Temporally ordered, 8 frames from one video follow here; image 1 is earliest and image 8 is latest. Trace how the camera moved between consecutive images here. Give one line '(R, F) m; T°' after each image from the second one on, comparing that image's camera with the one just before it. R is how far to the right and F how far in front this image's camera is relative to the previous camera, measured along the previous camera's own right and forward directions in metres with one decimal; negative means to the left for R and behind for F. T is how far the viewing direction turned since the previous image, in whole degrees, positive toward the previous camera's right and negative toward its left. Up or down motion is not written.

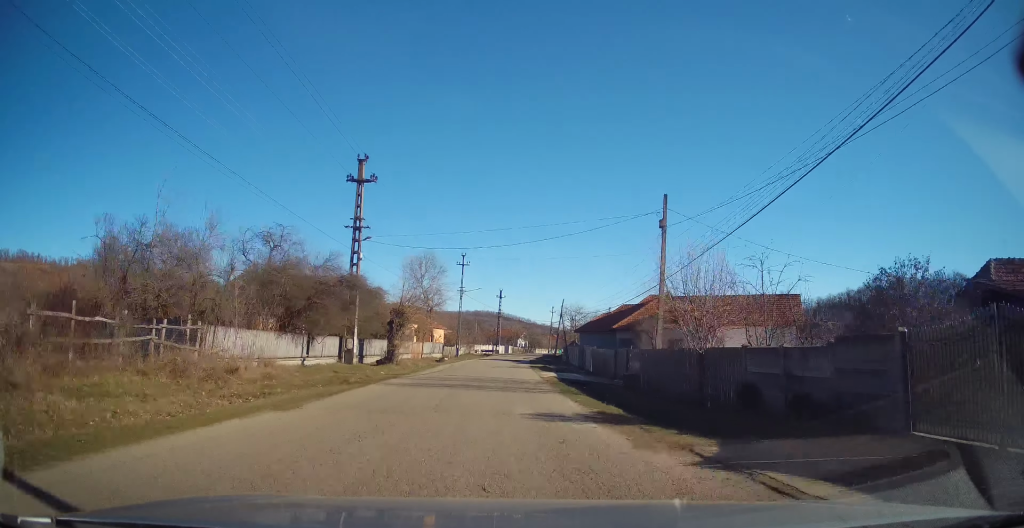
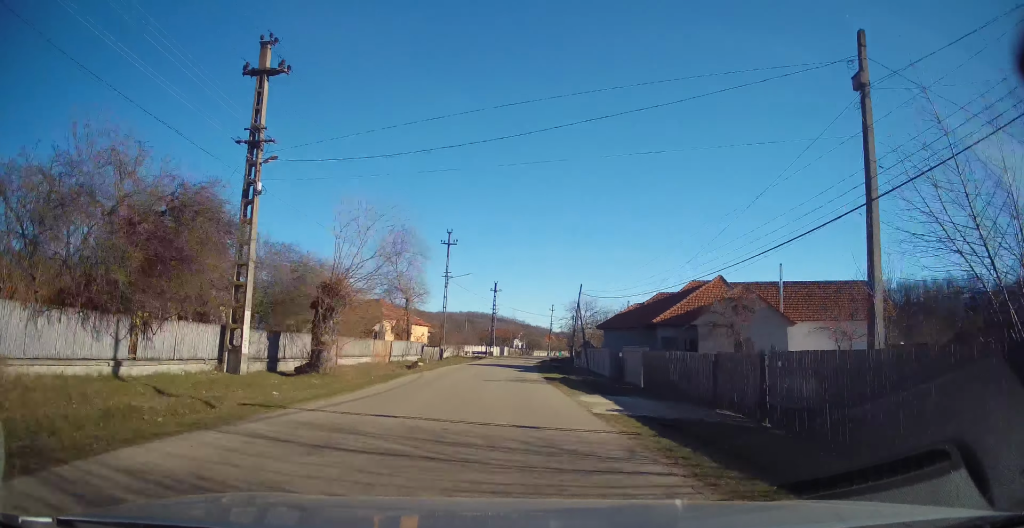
(-0.1, +13.9) m; -1°
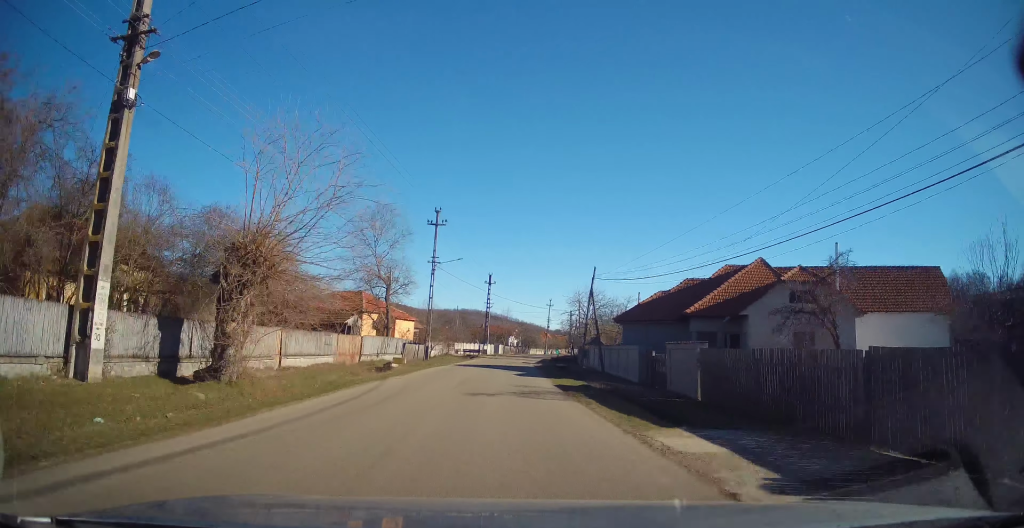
(-0.3, +7.3) m; +1°
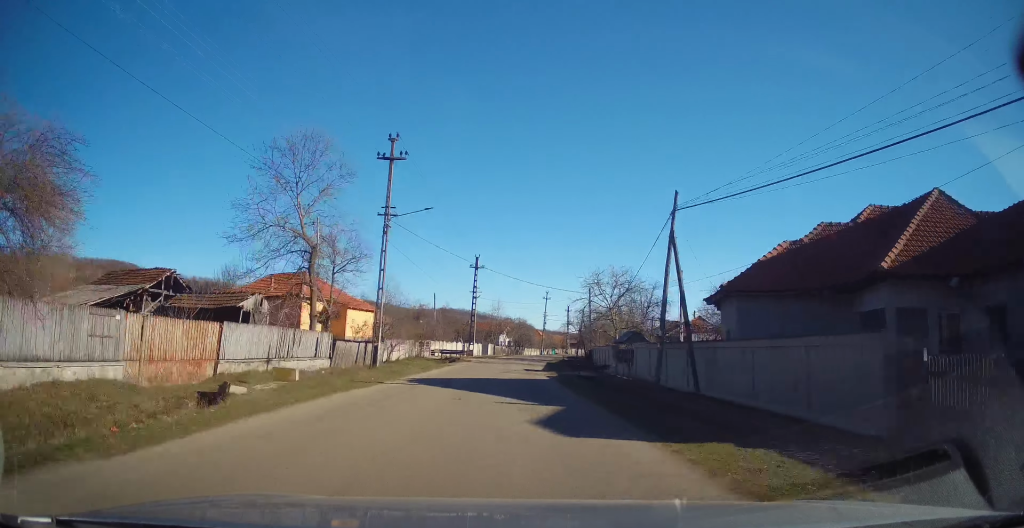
(+0.6, +16.3) m; +2°
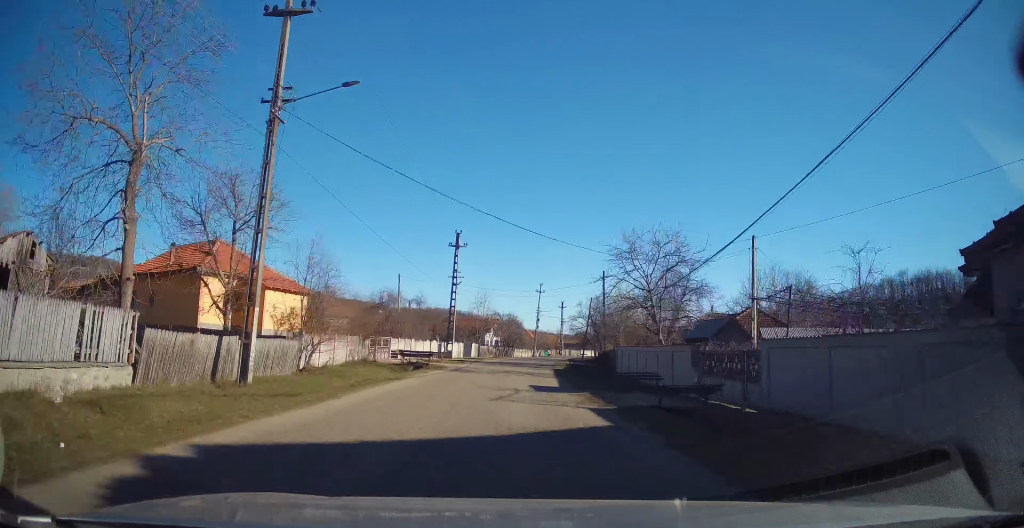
(+0.1, +14.1) m; +2°
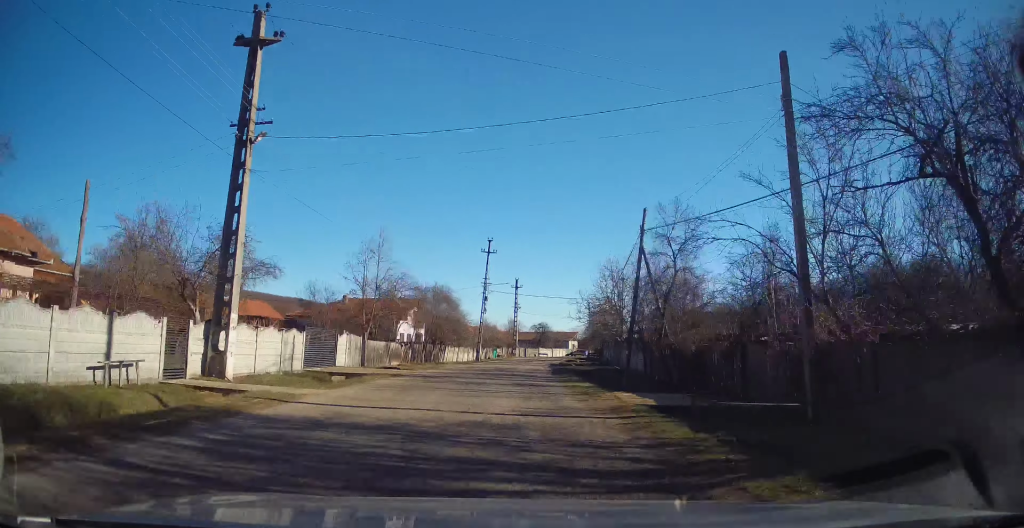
(+1.8, +36.1) m; +6°
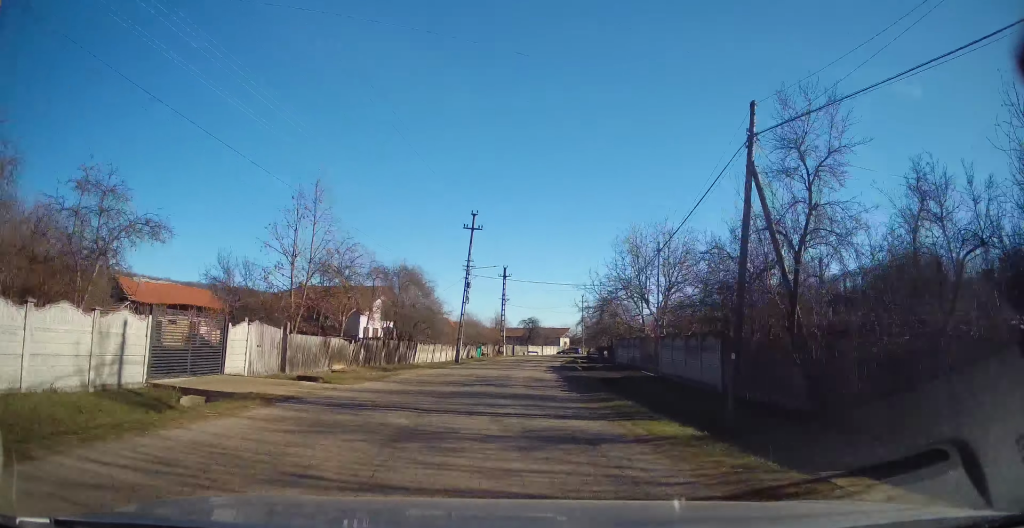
(+0.1, +10.1) m; +2°
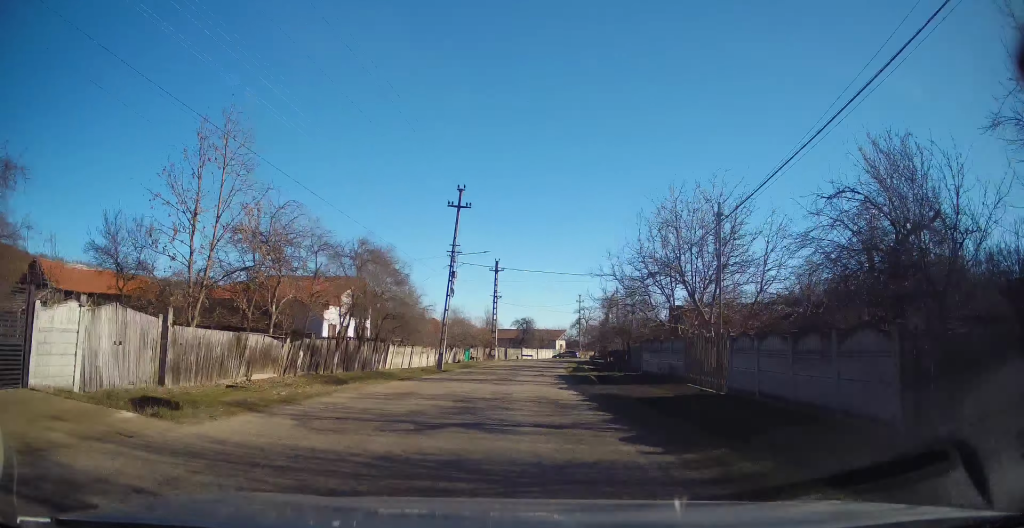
(+0.1, +7.8) m; +2°
